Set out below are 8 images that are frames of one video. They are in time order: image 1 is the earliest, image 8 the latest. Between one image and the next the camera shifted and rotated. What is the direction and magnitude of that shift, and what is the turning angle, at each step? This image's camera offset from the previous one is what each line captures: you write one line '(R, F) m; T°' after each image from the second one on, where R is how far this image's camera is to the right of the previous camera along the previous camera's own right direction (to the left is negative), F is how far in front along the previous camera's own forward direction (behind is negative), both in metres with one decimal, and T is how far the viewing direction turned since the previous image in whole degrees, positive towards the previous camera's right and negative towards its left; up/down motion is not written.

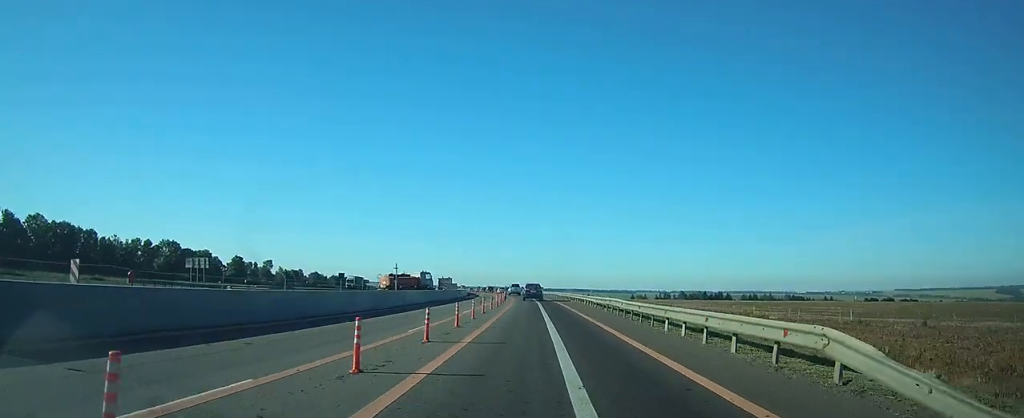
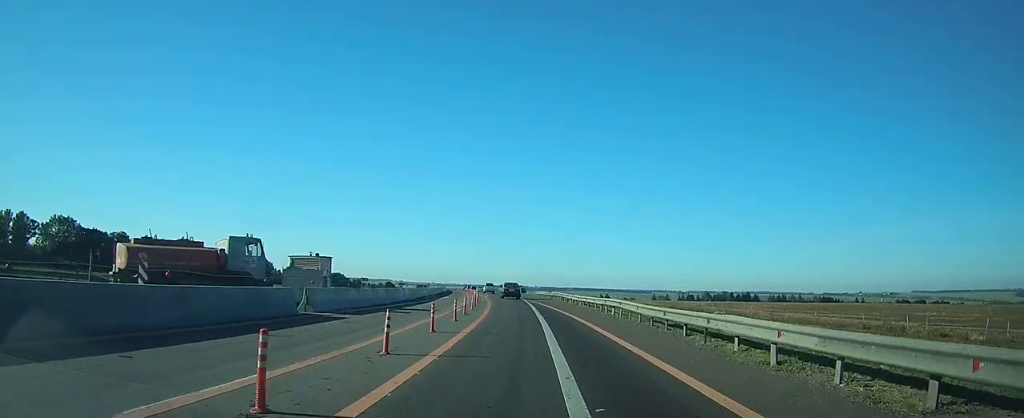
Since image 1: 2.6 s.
(0.0, +46.9) m; -1°
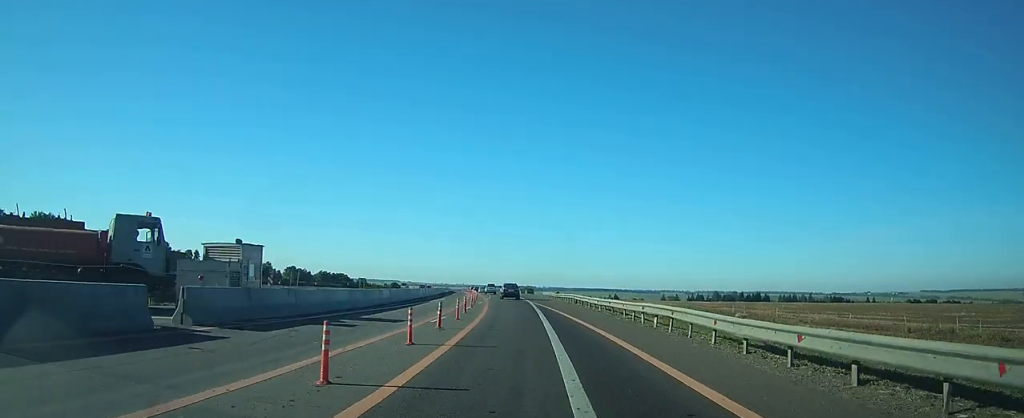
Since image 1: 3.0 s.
(0.0, +8.0) m; -1°
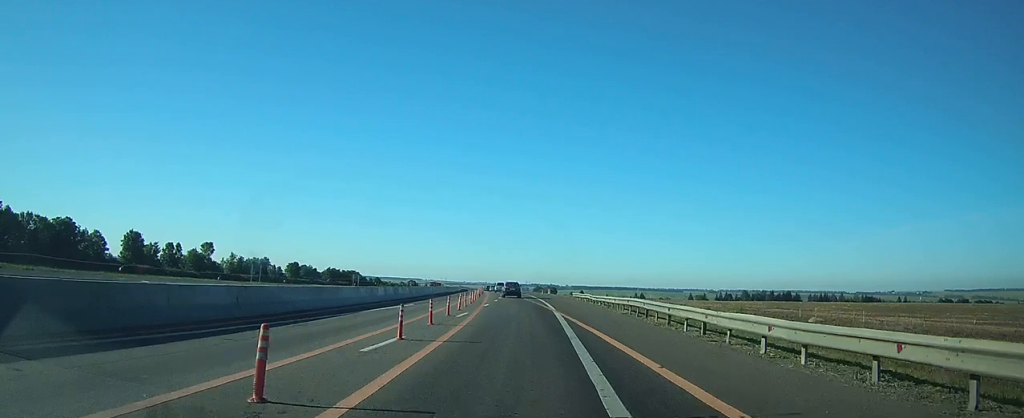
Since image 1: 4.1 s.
(-0.4, +21.3) m; -2°
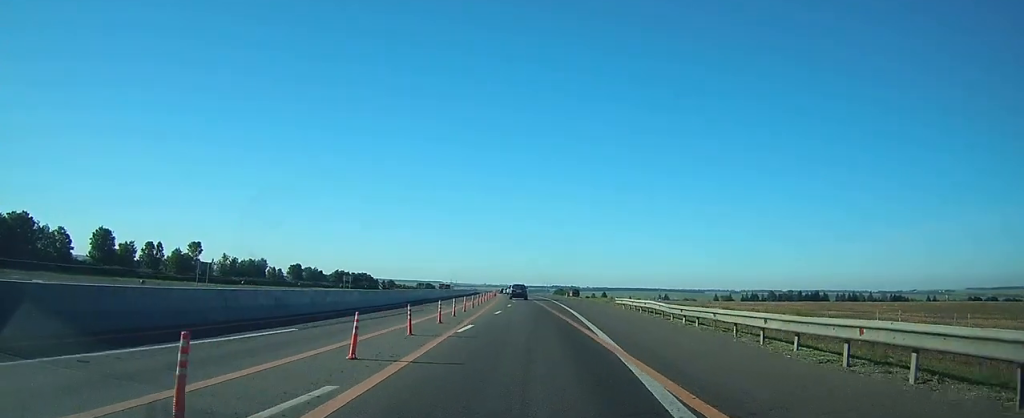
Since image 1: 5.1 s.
(-0.3, +17.9) m; -2°
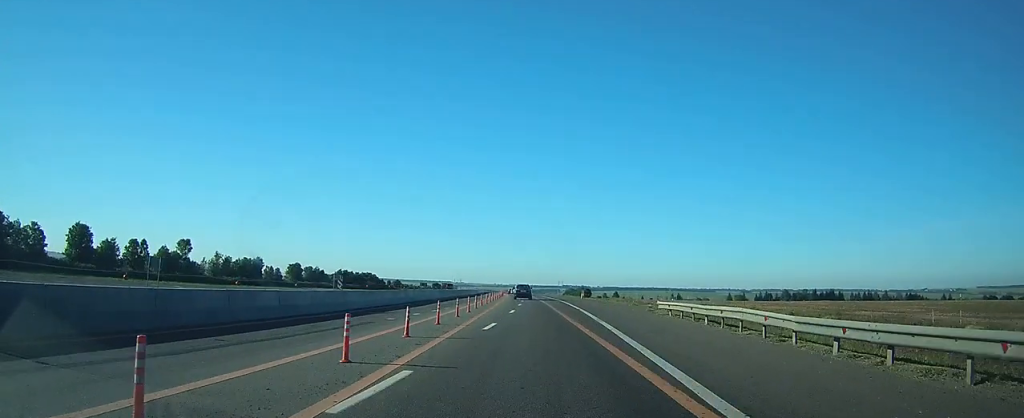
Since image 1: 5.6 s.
(-0.1, +10.4) m; -1°
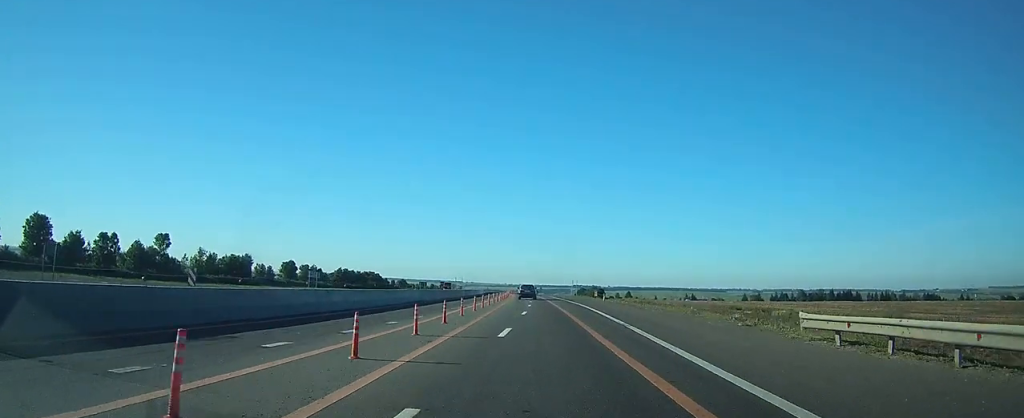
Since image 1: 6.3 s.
(-0.3, +14.6) m; -1°
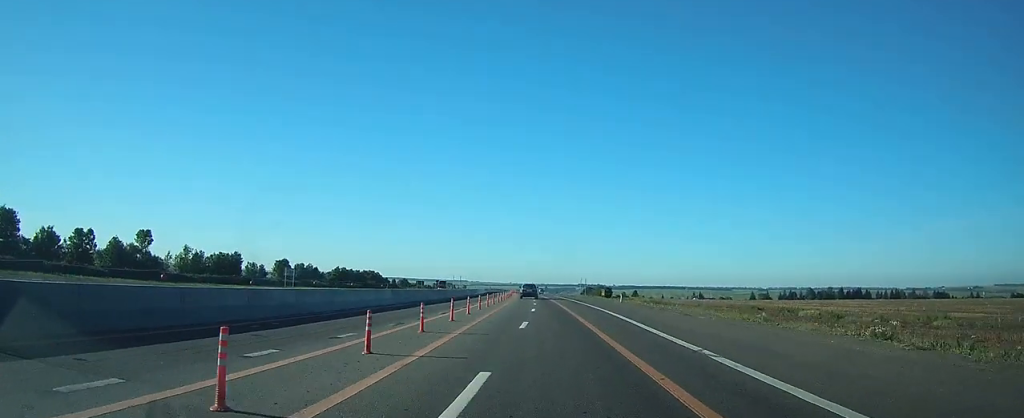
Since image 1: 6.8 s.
(-0.1, +9.4) m; -1°
